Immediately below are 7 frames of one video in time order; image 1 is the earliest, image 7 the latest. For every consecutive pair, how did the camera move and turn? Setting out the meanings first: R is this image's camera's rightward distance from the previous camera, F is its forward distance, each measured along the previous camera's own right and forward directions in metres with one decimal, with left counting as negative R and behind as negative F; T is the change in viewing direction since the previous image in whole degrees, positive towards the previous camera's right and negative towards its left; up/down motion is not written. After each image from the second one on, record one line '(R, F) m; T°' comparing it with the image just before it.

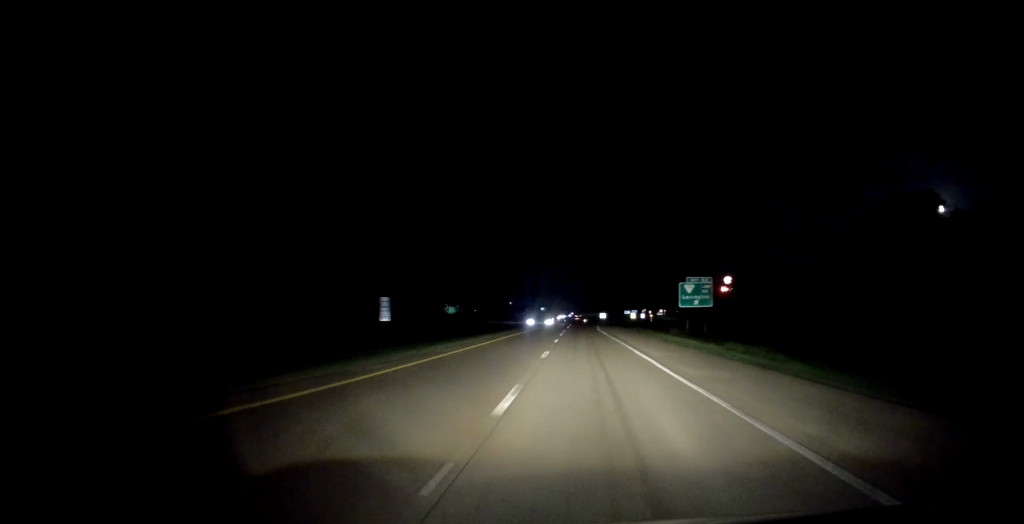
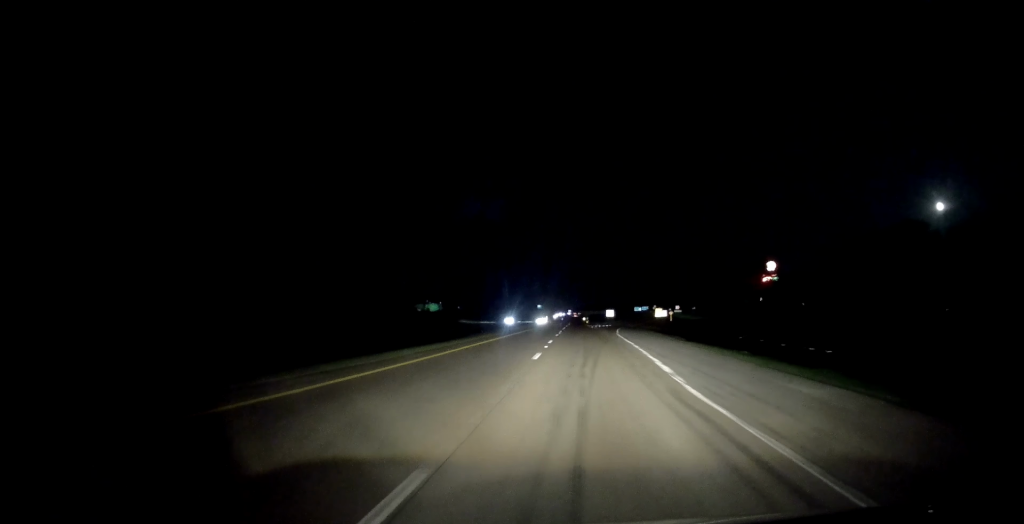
(-0.7, +55.7) m; -1°
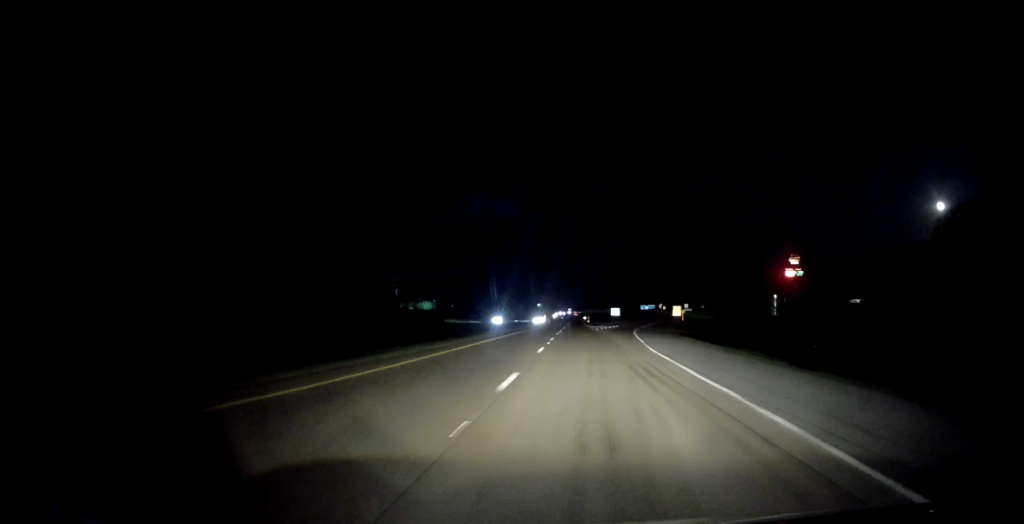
(0.0, +20.4) m; 0°
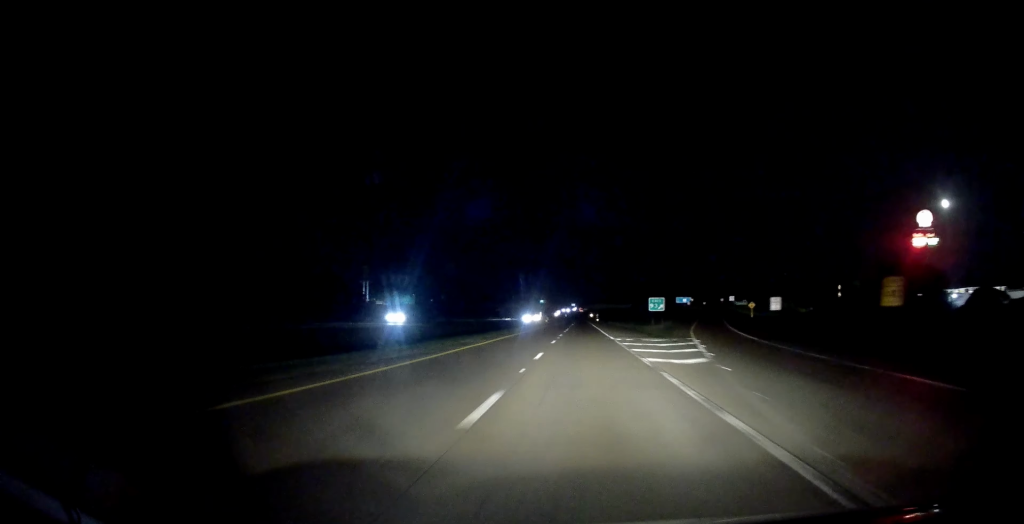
(-0.3, +64.8) m; 0°
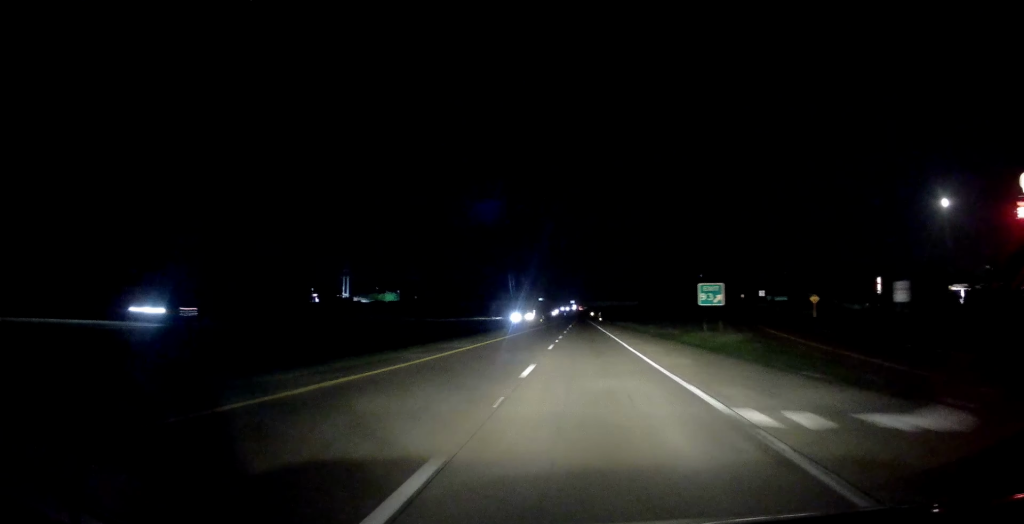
(+0.3, +29.7) m; +1°
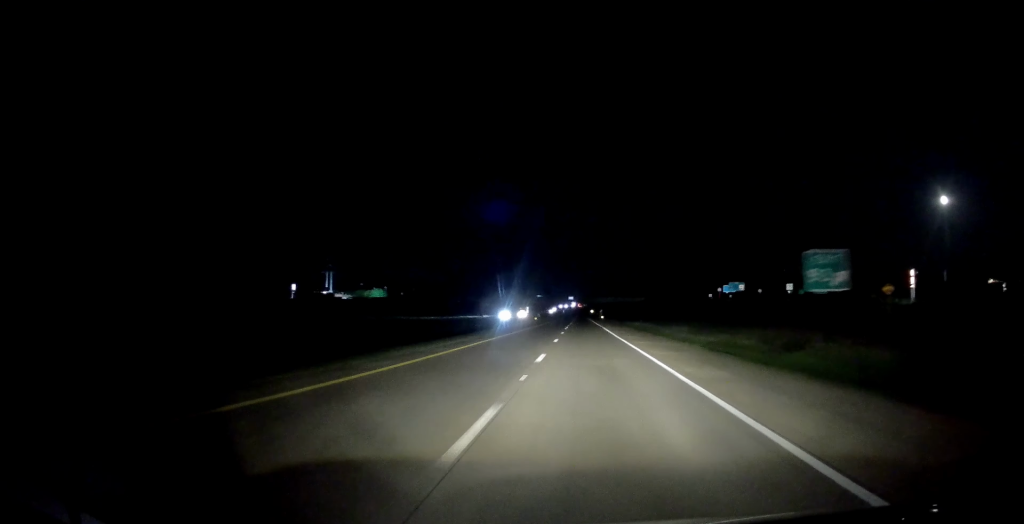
(0.0, +21.7) m; 0°
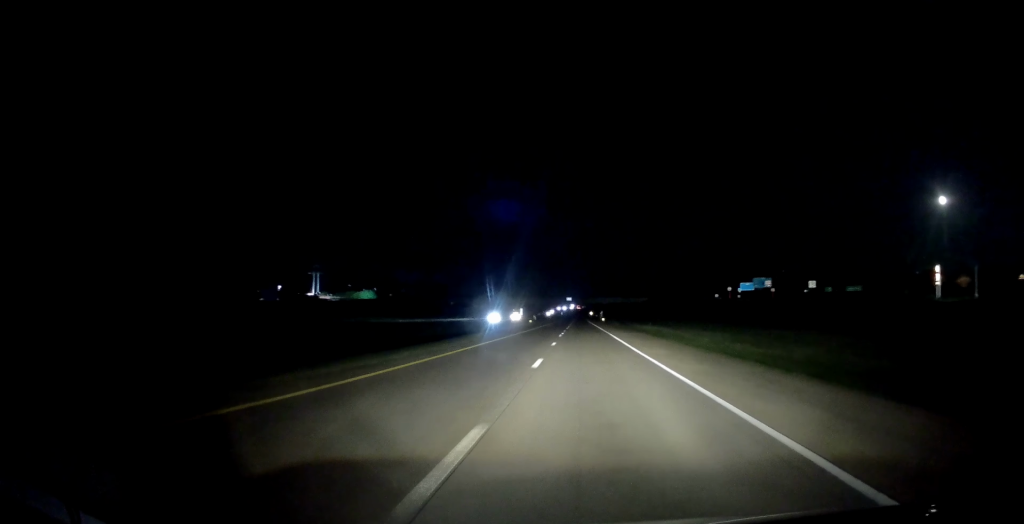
(0.0, +13.7) m; 0°
